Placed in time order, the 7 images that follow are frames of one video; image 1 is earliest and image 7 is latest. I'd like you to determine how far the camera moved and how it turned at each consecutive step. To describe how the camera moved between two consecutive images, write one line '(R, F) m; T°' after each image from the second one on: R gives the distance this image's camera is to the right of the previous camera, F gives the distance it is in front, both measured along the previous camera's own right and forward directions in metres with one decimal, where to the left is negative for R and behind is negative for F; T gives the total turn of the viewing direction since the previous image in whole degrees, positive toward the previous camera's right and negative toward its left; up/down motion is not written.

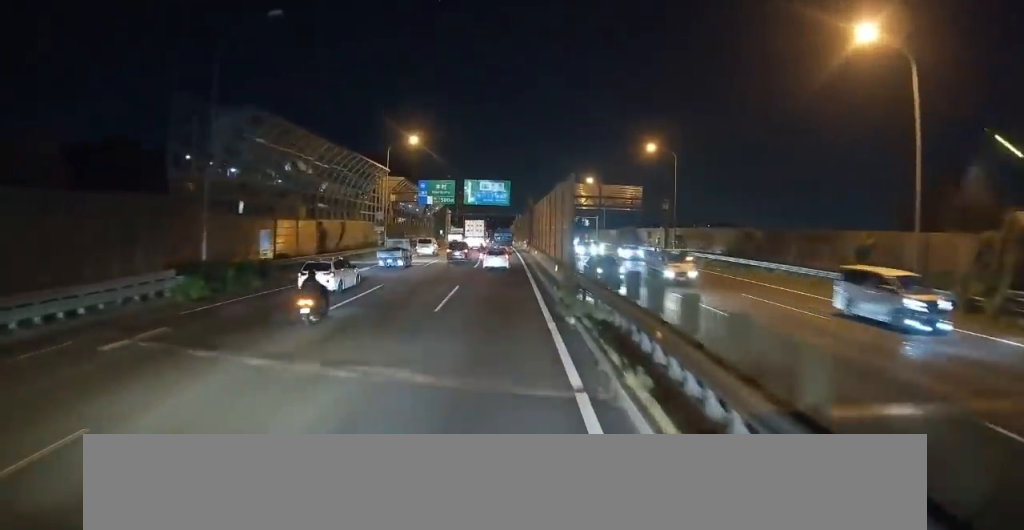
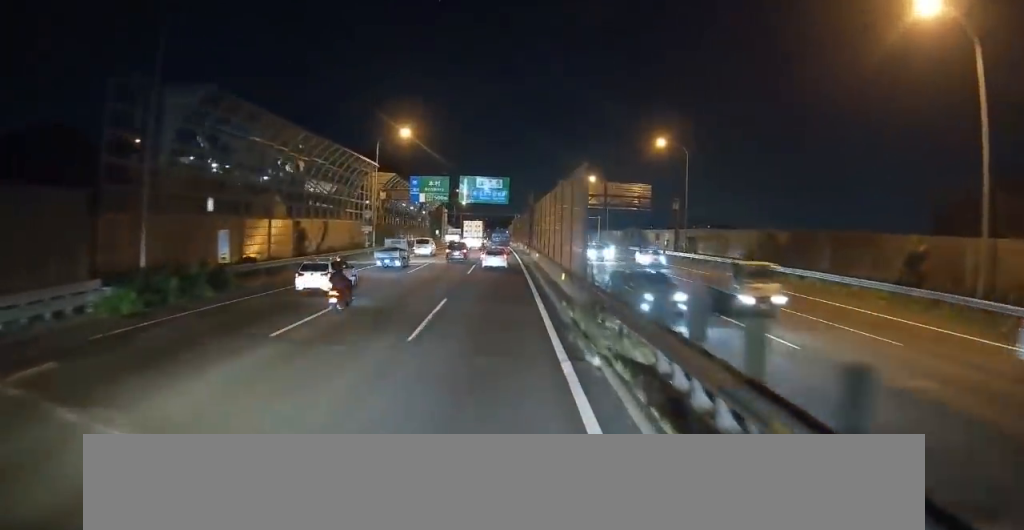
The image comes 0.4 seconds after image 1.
(0.0, +4.5) m; 0°
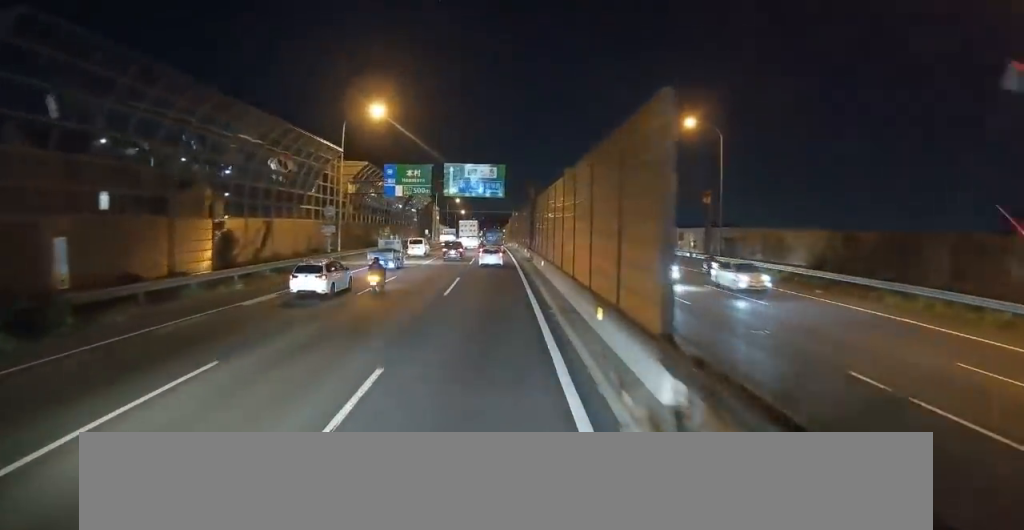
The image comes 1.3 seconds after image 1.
(+0.2, +10.6) m; +1°
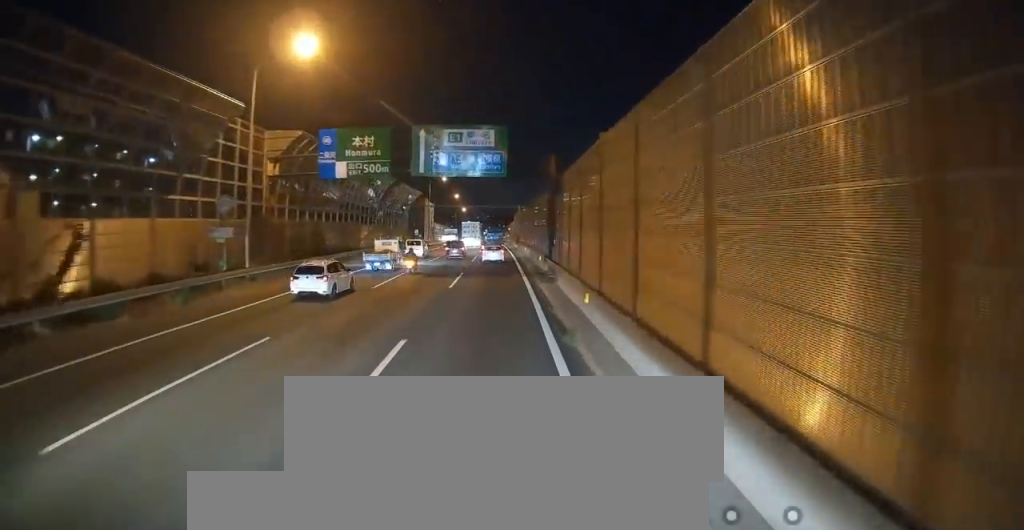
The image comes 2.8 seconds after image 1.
(+0.1, +17.1) m; 0°
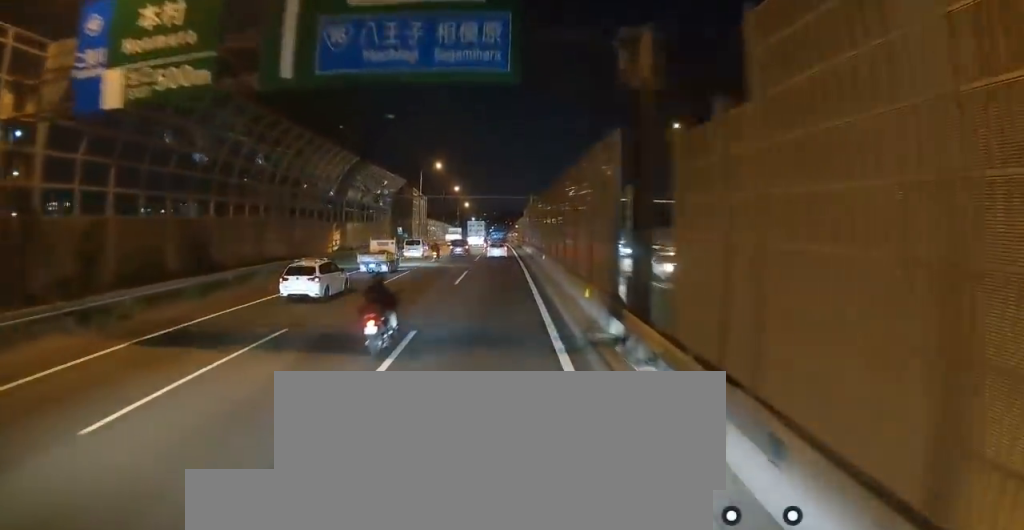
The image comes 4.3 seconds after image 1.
(-0.4, +18.5) m; 0°
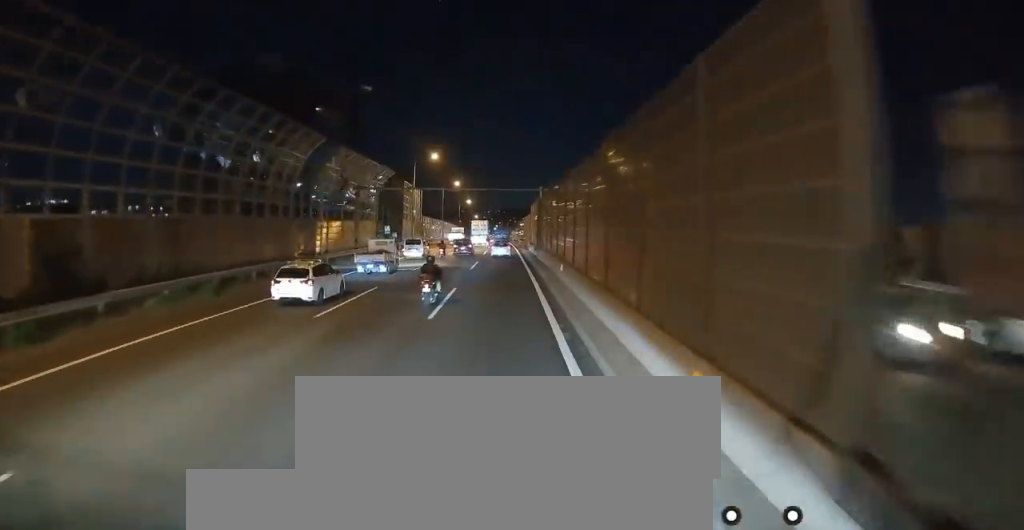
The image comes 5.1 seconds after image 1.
(+0.3, +9.5) m; 0°
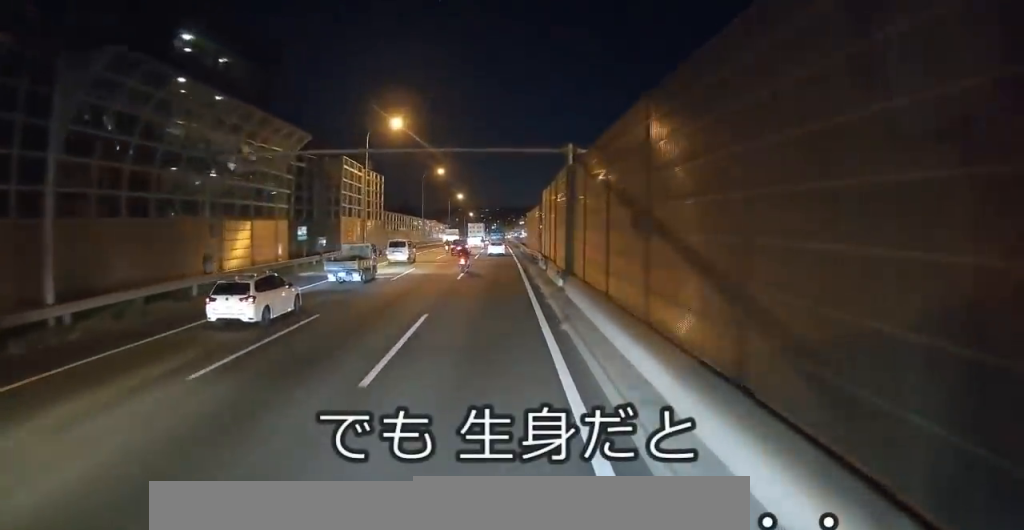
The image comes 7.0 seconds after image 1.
(-0.8, +24.7) m; -2°
